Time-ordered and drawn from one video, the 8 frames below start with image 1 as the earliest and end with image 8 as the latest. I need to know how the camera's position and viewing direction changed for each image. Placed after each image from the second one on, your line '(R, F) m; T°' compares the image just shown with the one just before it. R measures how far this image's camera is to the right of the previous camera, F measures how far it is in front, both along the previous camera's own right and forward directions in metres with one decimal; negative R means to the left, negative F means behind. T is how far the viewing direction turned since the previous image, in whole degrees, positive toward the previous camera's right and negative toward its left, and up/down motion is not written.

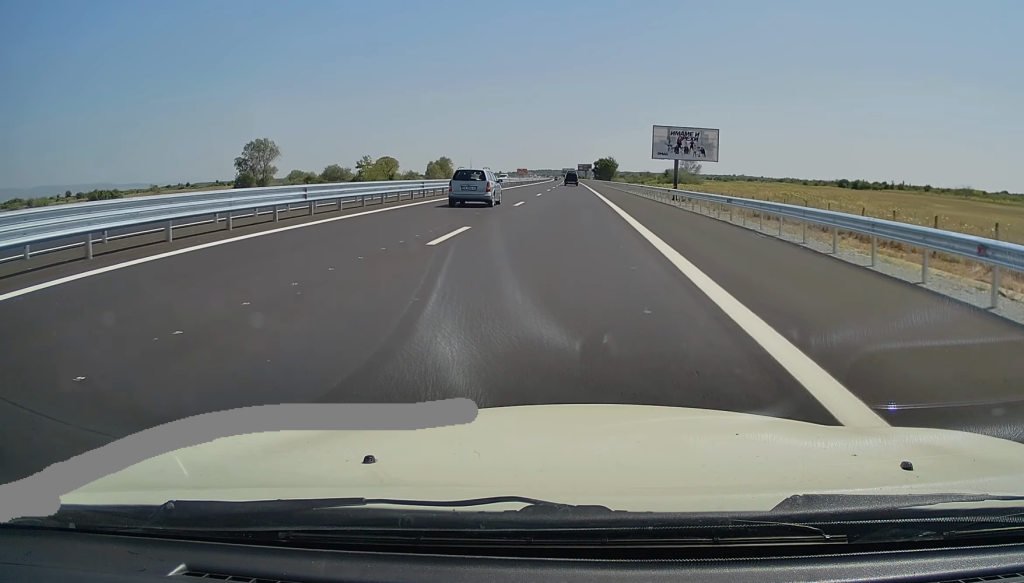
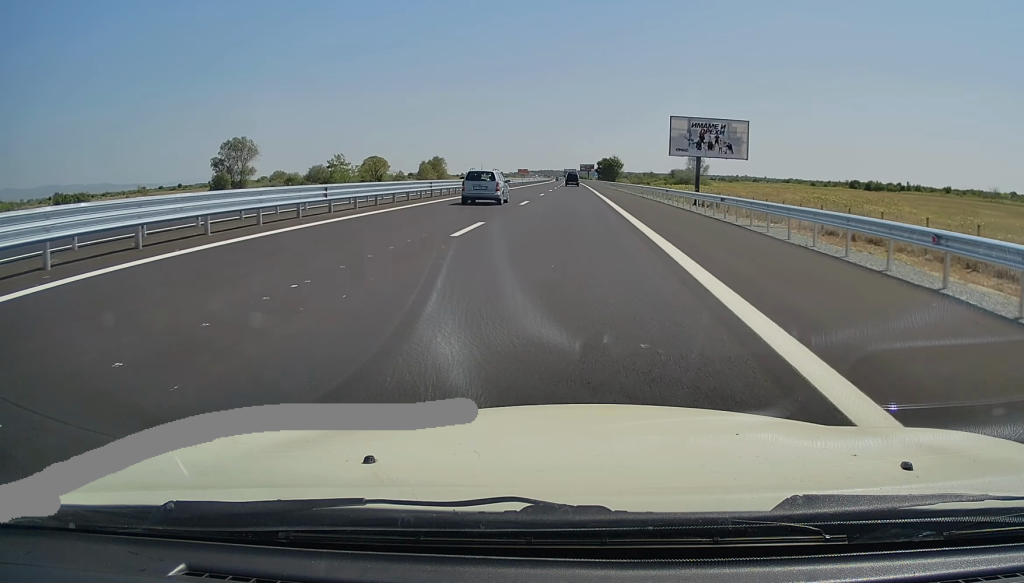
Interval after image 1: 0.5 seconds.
(0.0, +14.5) m; 0°
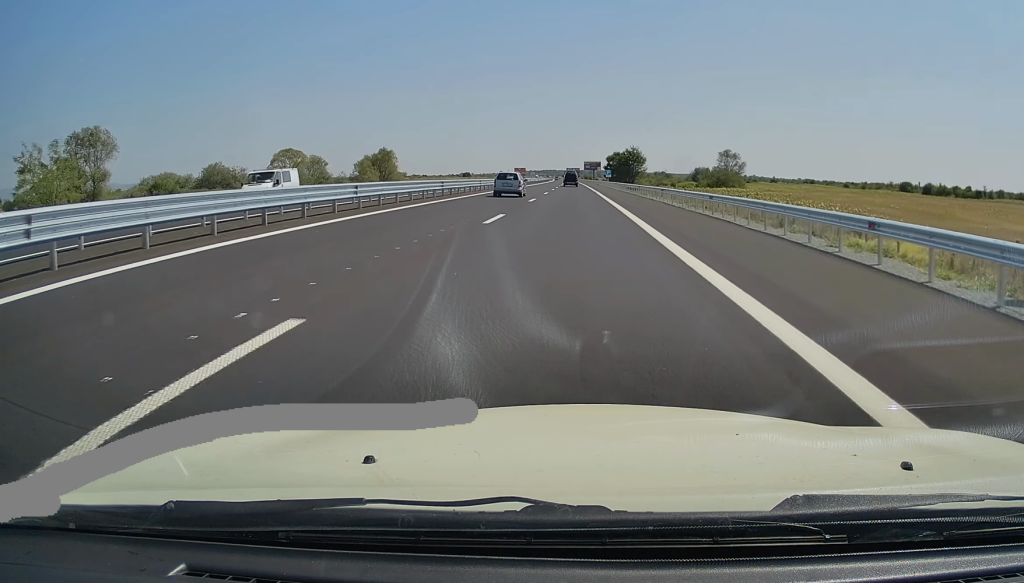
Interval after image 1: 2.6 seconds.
(+0.1, +61.2) m; 0°
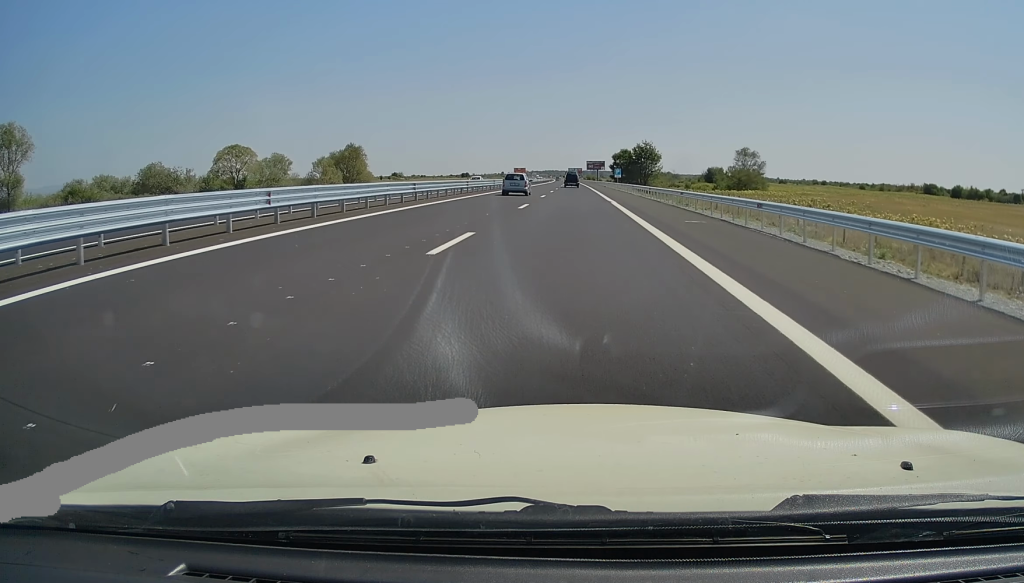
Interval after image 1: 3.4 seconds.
(0.0, +23.4) m; 0°
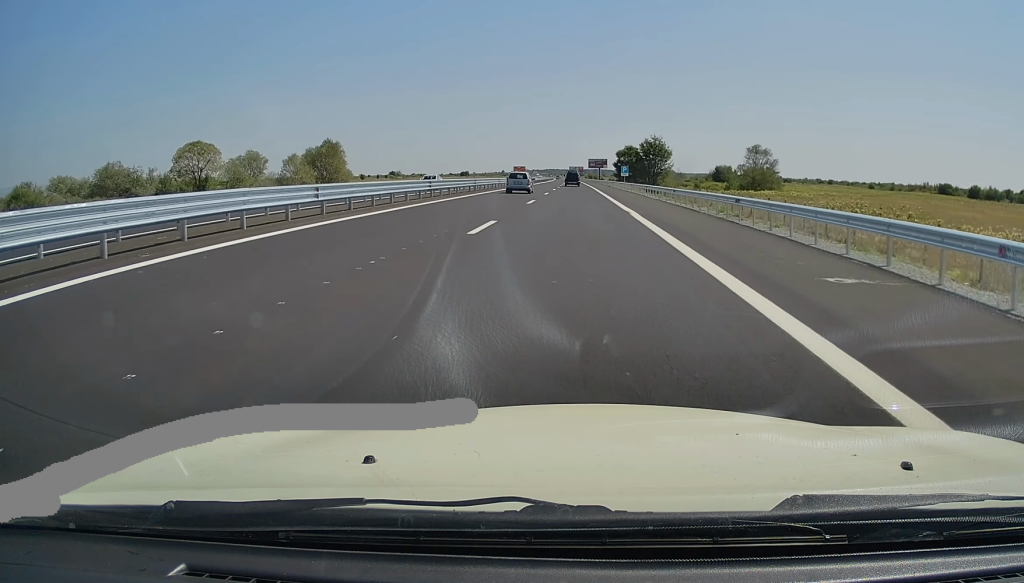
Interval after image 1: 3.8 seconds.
(0.0, +12.7) m; 0°
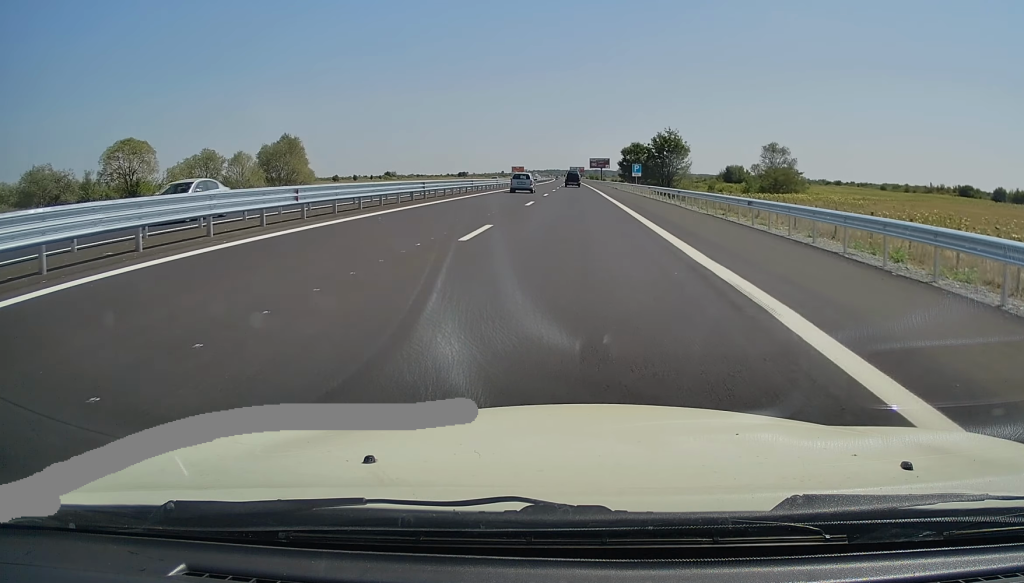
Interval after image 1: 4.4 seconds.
(0.0, +17.6) m; 0°
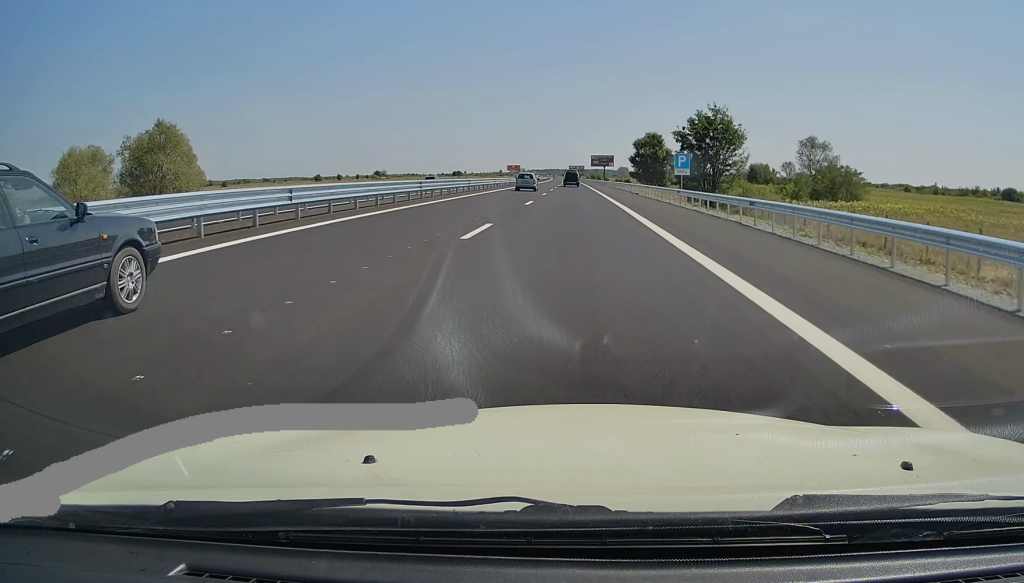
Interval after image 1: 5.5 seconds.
(-0.1, +32.3) m; -1°
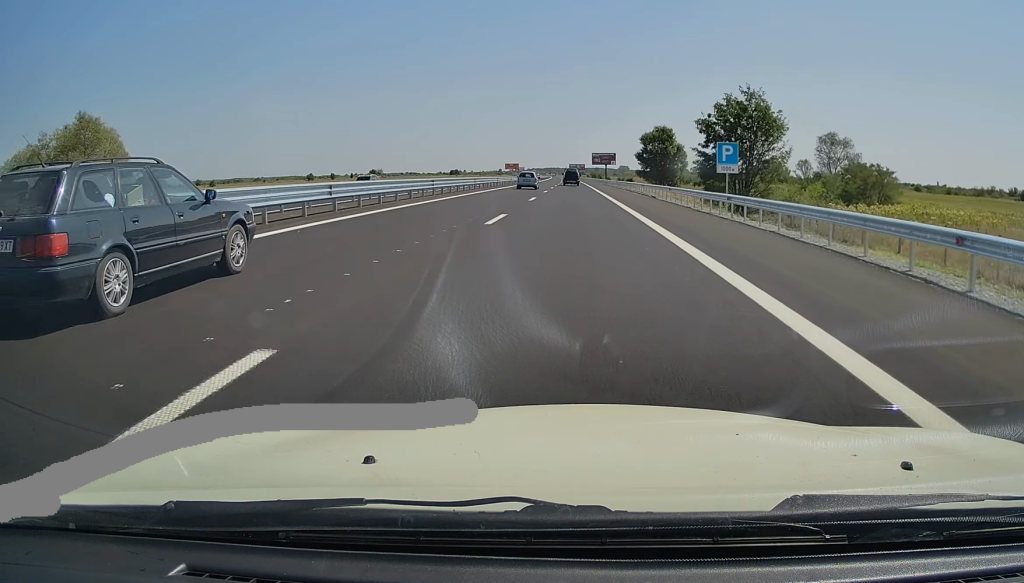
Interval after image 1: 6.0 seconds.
(-0.2, +12.7) m; 0°
